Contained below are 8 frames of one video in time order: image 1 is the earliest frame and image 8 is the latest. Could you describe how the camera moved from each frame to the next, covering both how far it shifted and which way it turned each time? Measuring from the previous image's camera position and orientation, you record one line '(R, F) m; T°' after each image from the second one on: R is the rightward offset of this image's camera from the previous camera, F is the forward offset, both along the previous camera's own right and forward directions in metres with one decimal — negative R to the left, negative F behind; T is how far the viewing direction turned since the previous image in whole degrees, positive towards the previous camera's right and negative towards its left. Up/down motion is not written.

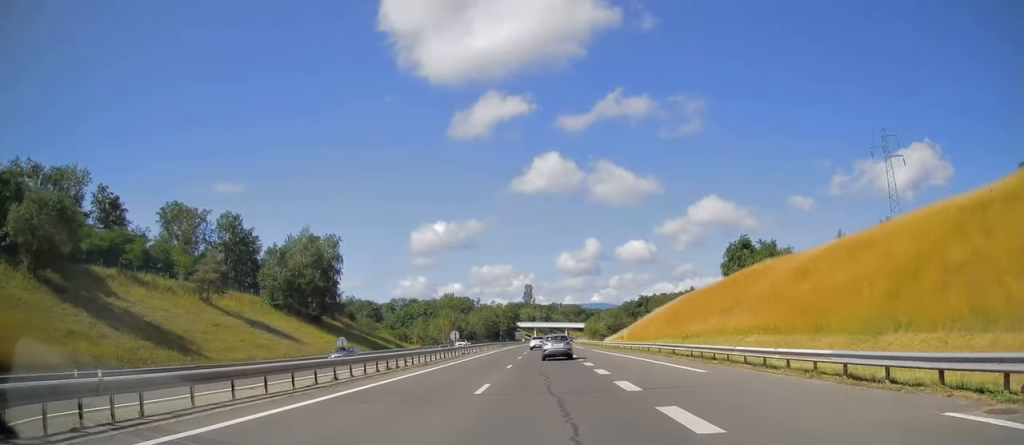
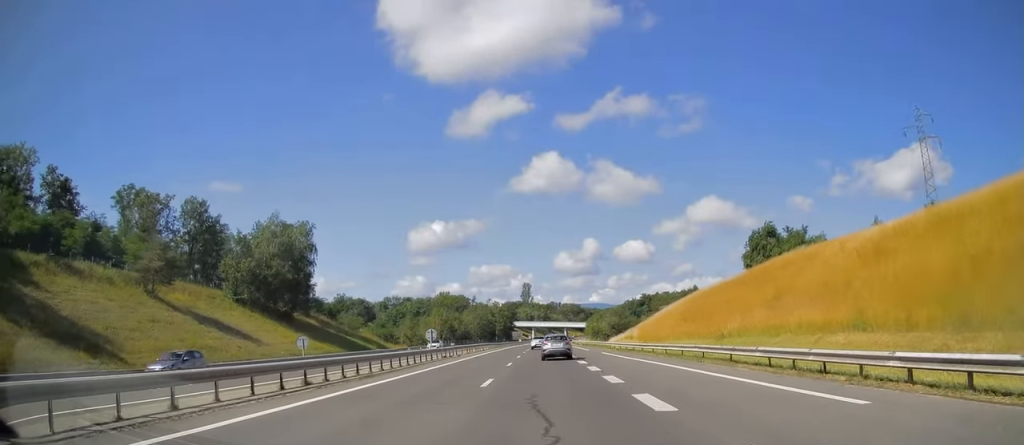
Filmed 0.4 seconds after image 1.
(-0.1, +10.8) m; 0°
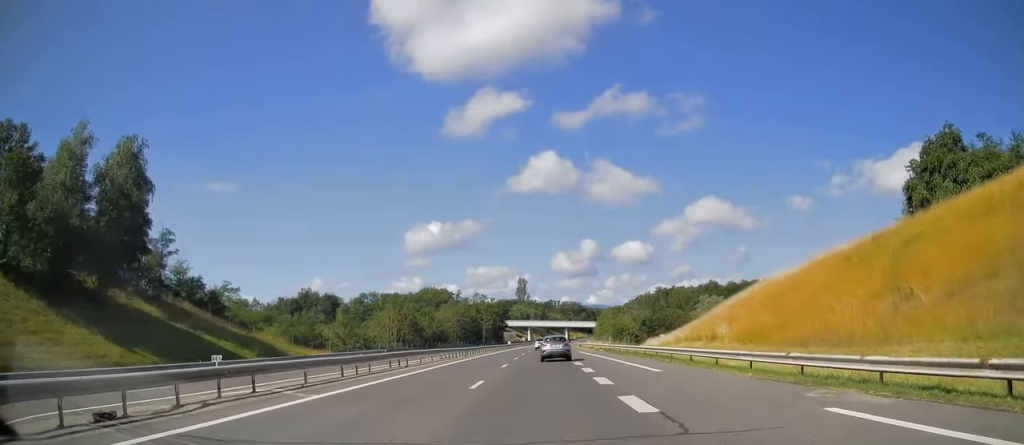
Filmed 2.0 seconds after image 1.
(+0.6, +39.7) m; +1°
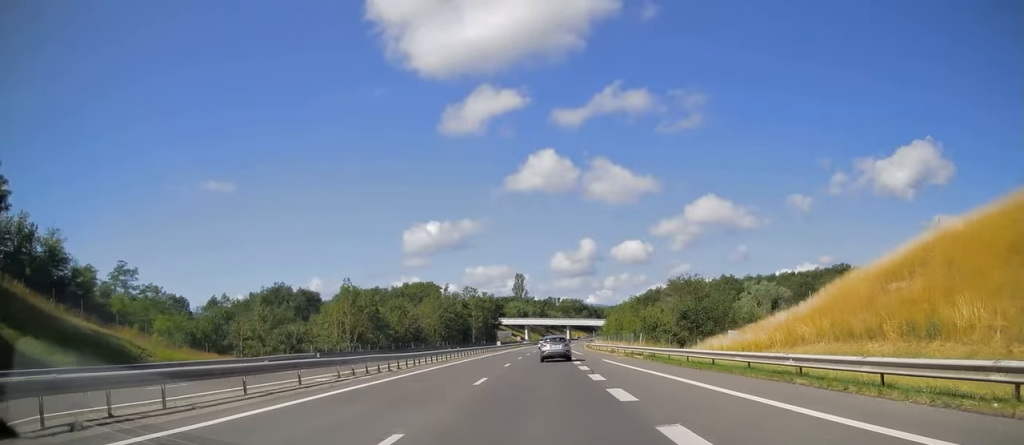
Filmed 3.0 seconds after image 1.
(+0.1, +24.4) m; 0°
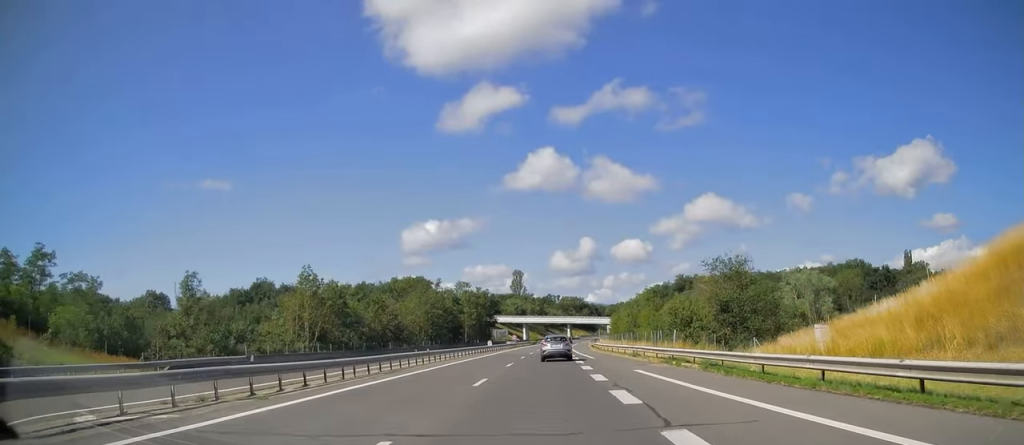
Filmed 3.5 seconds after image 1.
(0.0, +13.5) m; 0°
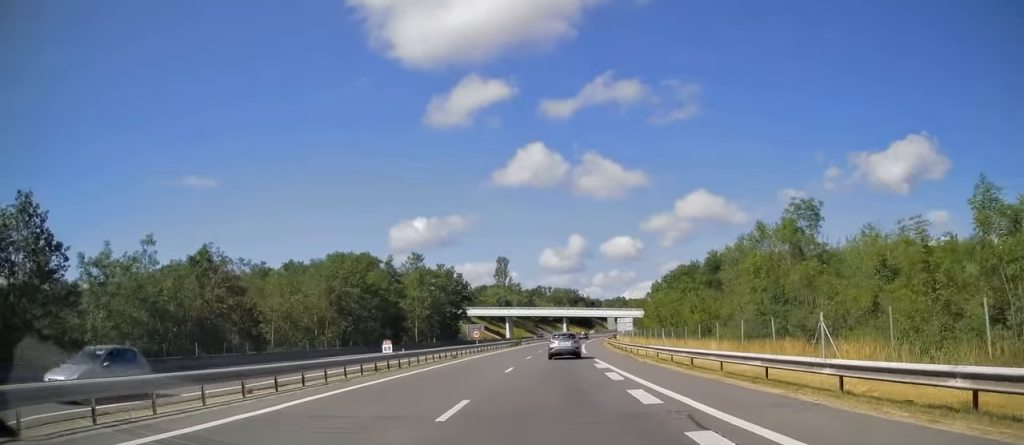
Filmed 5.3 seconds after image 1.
(+0.4, +46.3) m; +2°
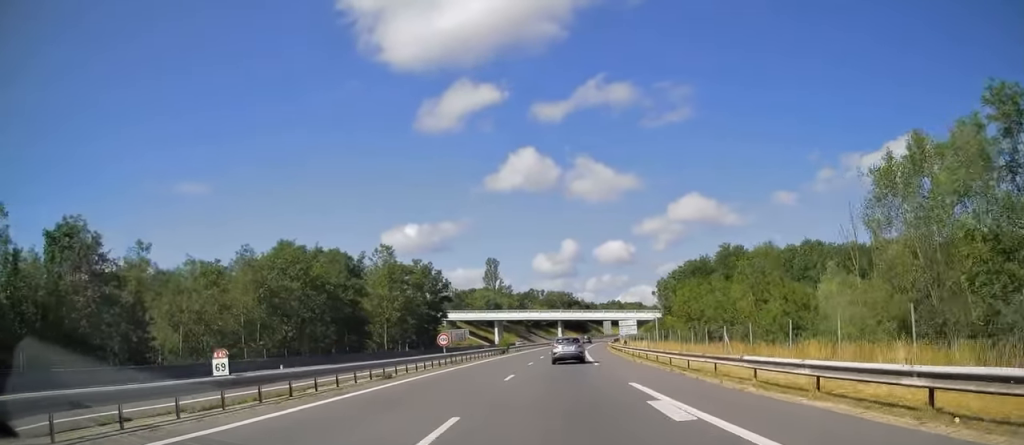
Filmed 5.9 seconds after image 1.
(+0.1, +15.3) m; 0°
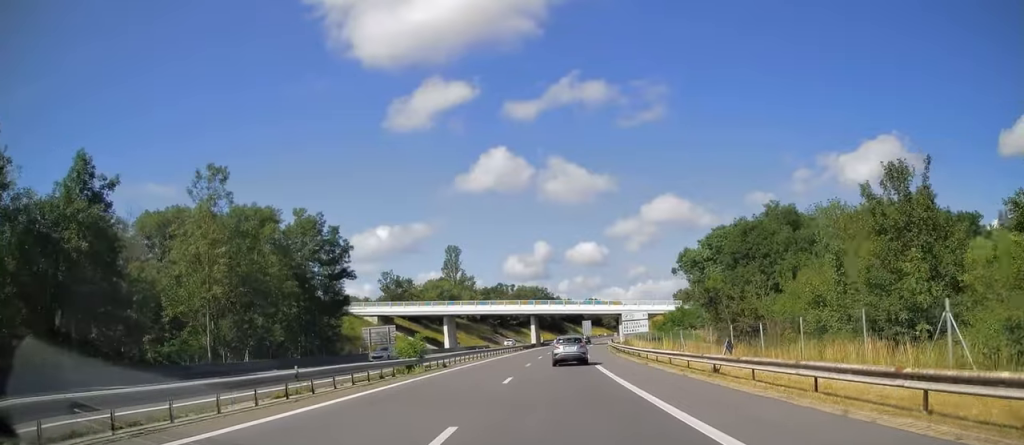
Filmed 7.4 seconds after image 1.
(+0.3, +39.8) m; +1°
